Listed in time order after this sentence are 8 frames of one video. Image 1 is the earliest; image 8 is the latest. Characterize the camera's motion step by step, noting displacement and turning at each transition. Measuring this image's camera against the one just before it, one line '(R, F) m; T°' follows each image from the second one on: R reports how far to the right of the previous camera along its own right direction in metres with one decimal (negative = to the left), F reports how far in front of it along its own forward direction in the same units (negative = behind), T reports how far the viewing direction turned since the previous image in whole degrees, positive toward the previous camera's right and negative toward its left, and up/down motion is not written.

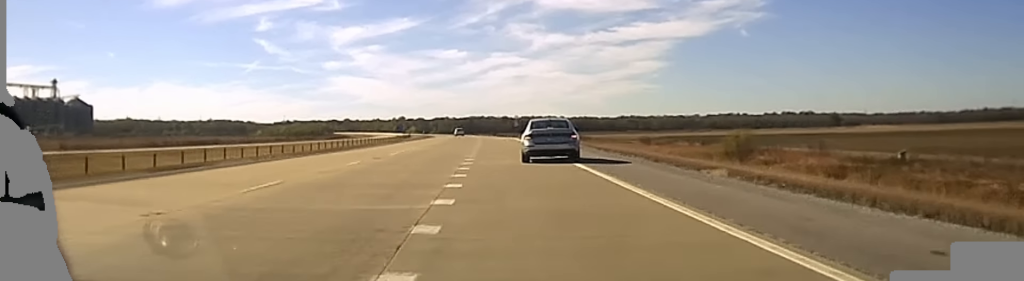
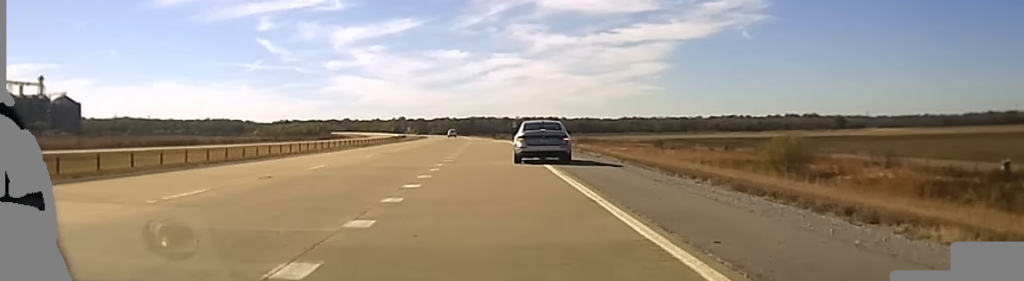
(0.0, +14.4) m; 0°
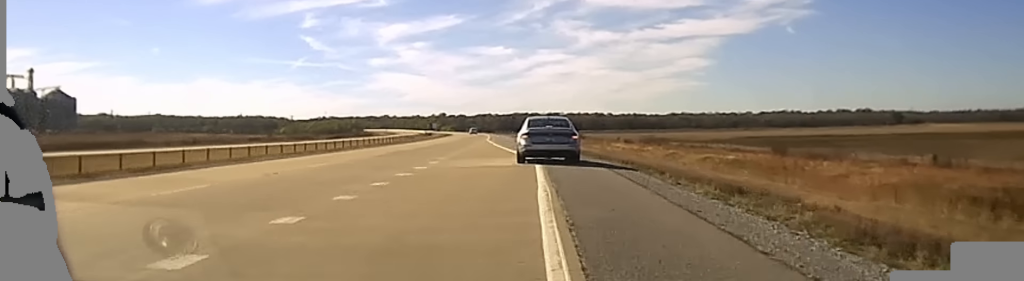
(-1.3, +47.8) m; -4°
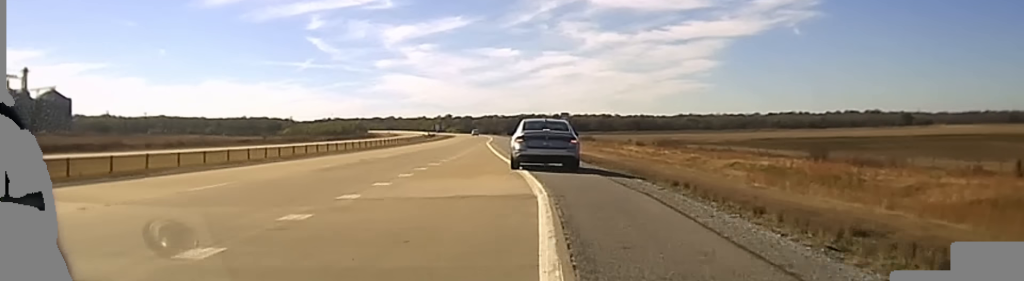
(+0.3, +10.3) m; +1°
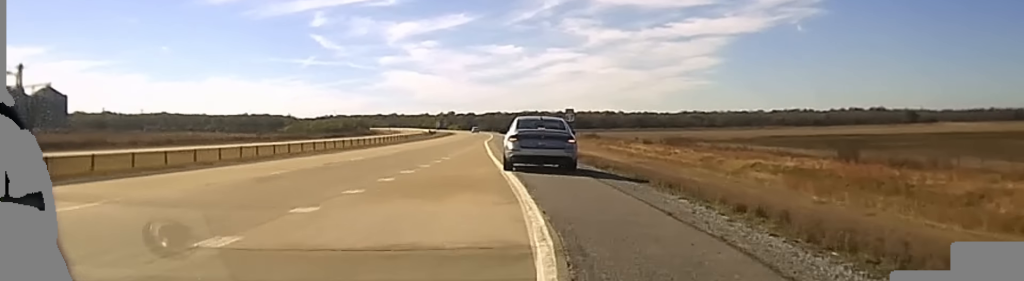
(+0.1, +7.4) m; 0°
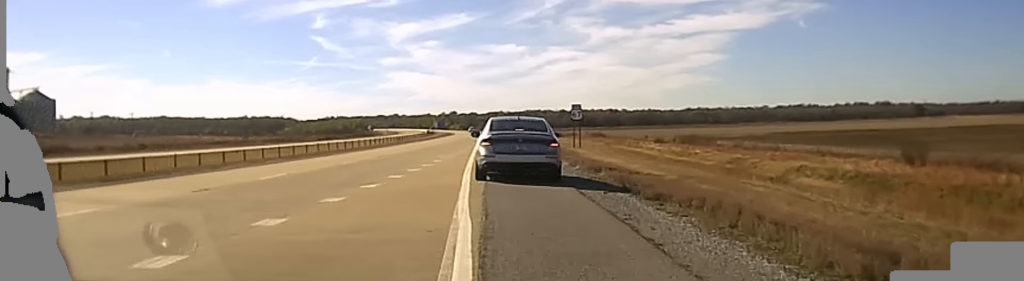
(0.0, +12.6) m; -1°
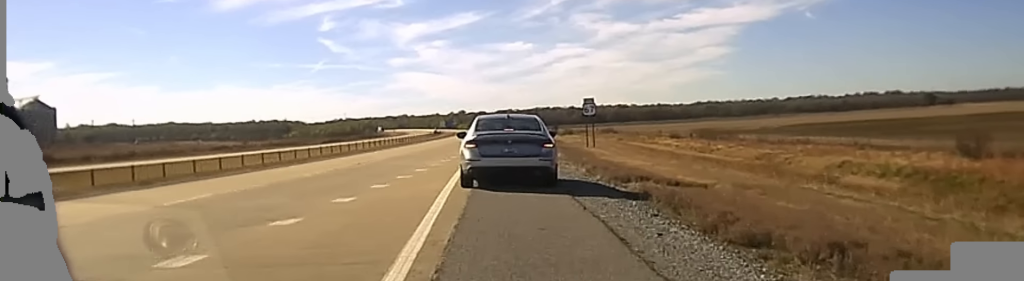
(-0.2, +7.2) m; 0°
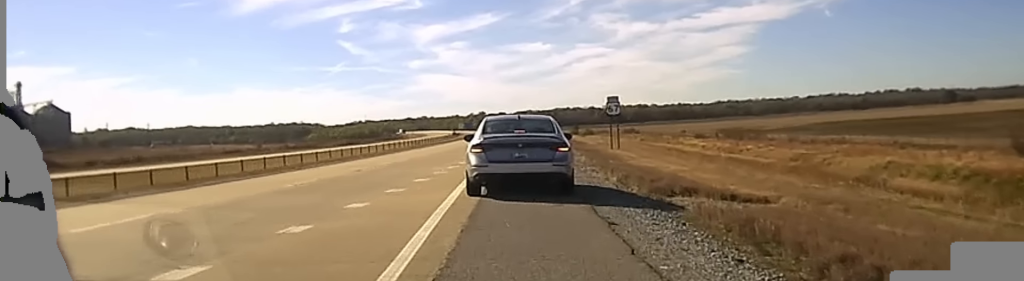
(0.0, +4.5) m; -1°
